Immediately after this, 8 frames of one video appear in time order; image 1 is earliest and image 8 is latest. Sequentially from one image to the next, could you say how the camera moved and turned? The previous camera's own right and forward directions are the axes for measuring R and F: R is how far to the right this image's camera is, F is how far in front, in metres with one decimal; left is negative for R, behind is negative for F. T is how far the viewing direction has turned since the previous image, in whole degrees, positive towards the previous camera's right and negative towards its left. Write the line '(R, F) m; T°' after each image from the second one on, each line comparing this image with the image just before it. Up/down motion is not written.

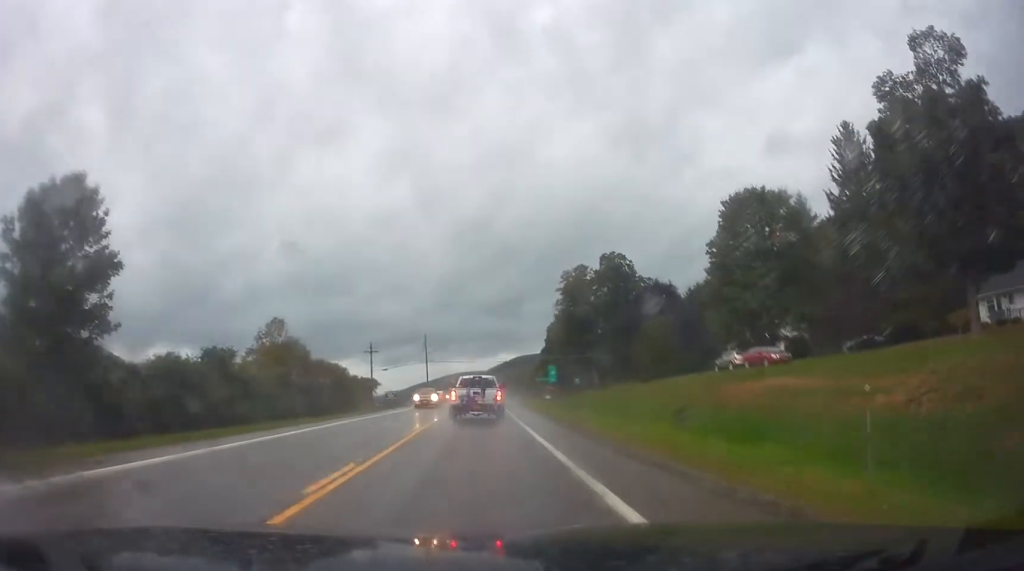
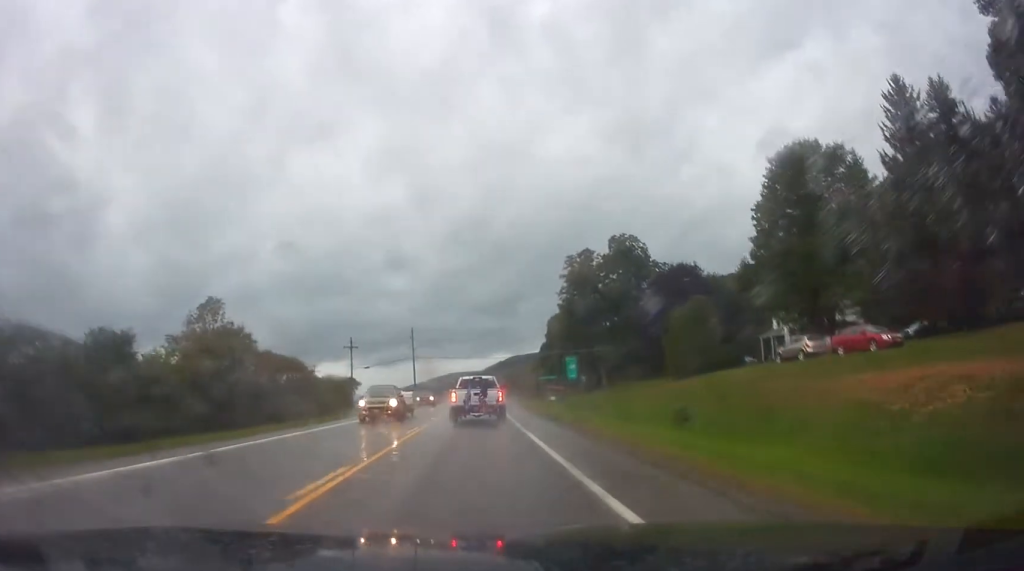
(+0.1, +13.8) m; 0°
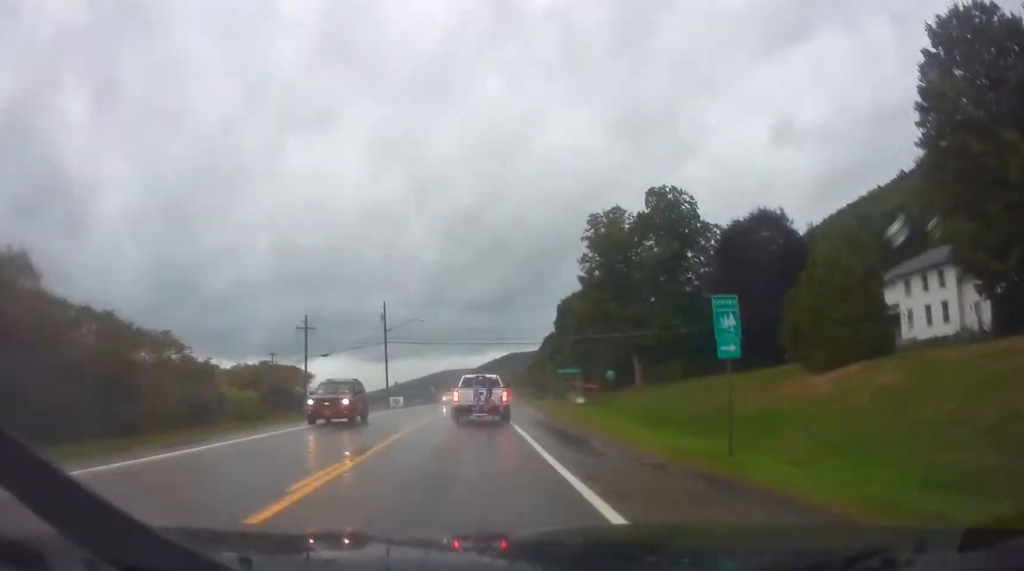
(-0.1, +25.9) m; 0°
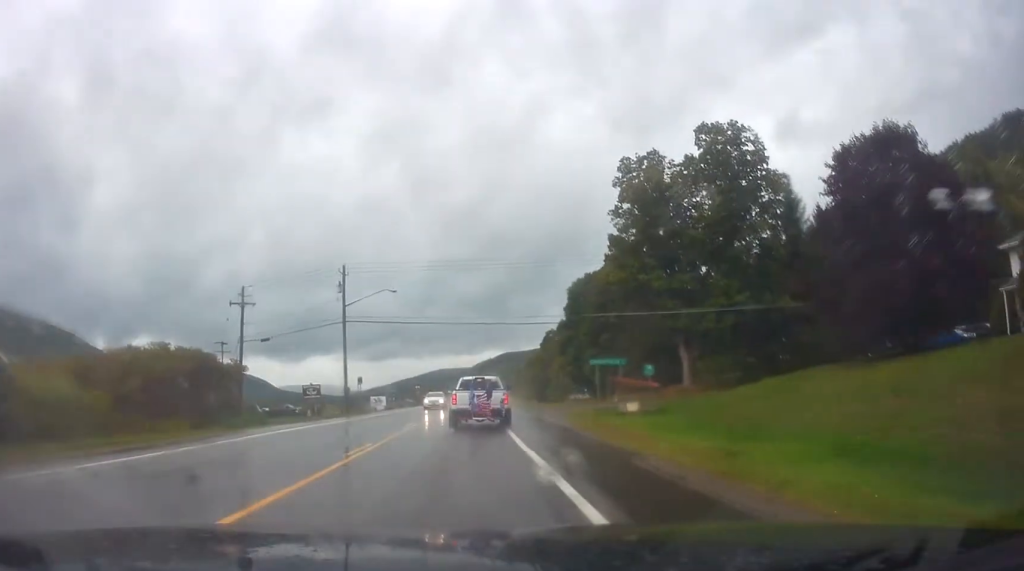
(0.0, +20.9) m; +1°
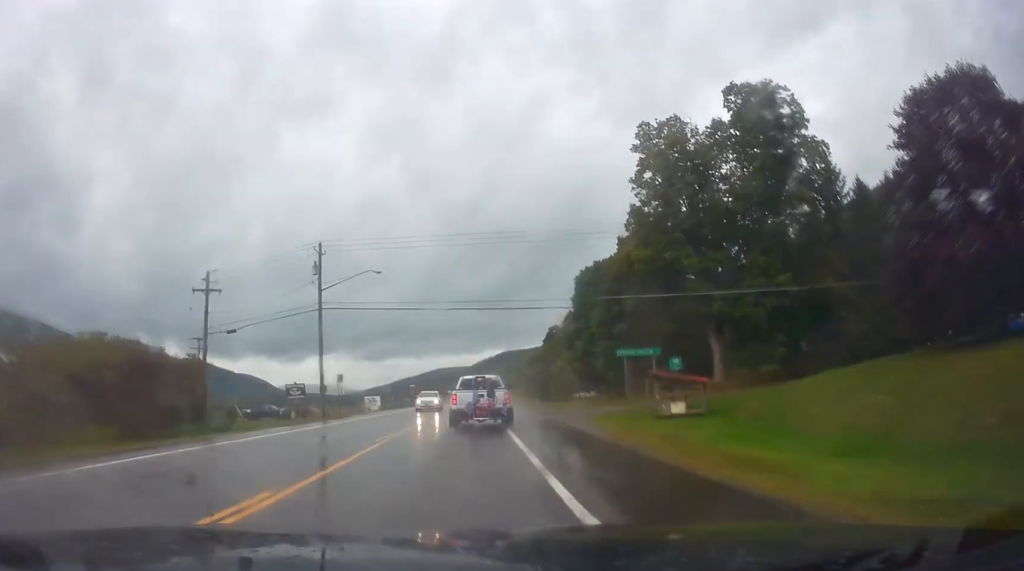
(0.0, +8.2) m; +1°
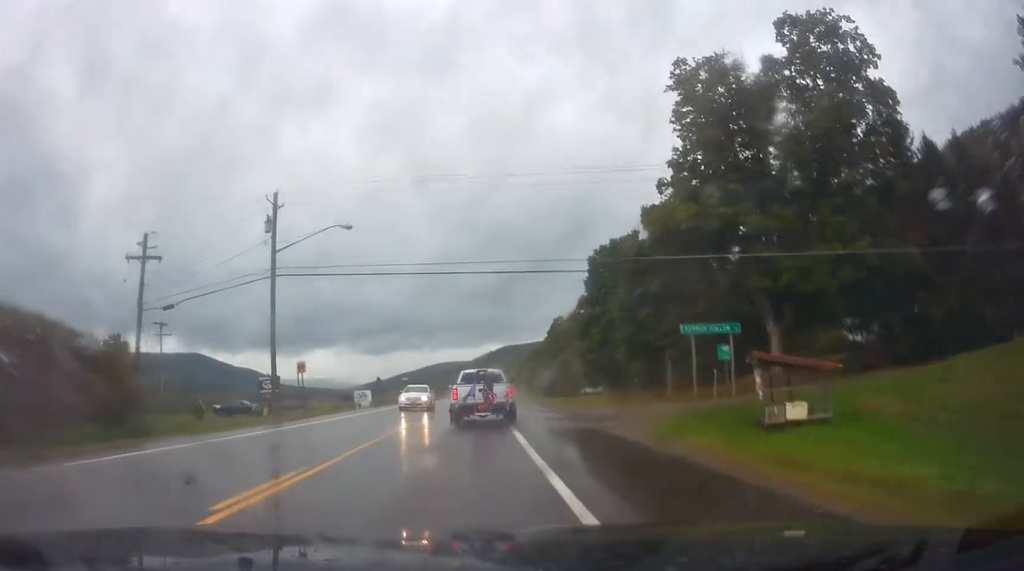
(+0.2, +10.6) m; 0°
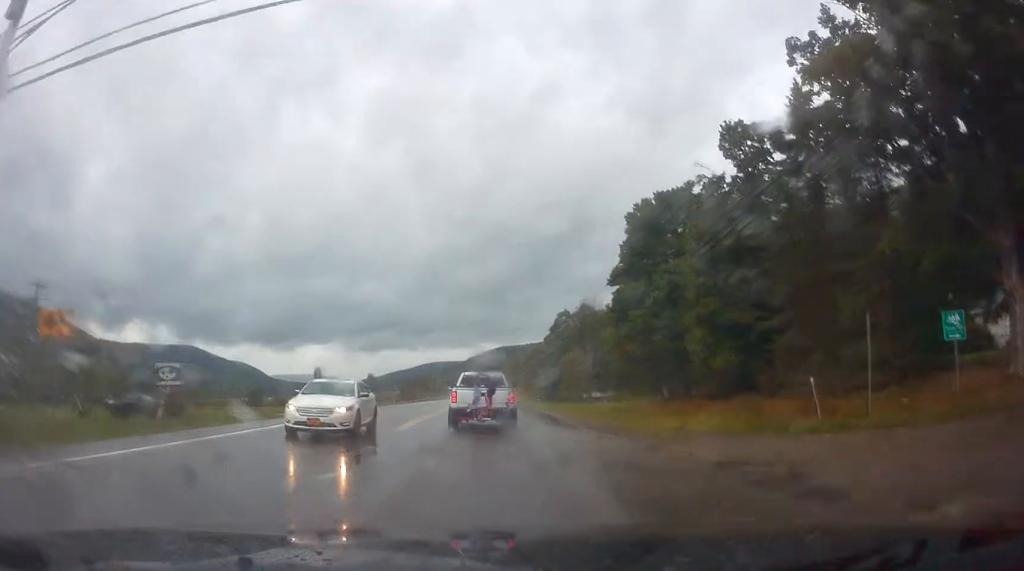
(-0.1, +22.5) m; -1°
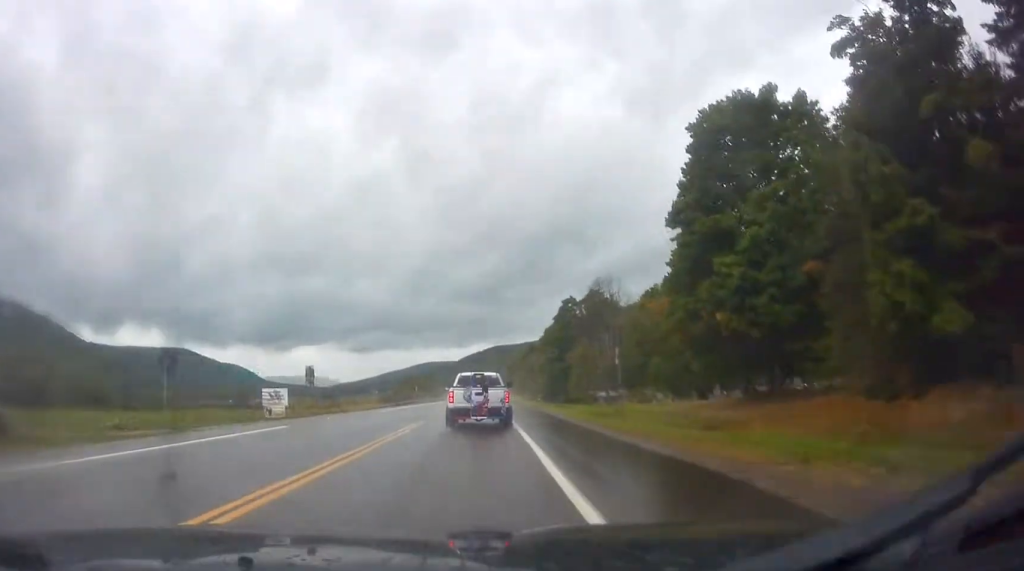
(-0.2, +20.4) m; 0°
